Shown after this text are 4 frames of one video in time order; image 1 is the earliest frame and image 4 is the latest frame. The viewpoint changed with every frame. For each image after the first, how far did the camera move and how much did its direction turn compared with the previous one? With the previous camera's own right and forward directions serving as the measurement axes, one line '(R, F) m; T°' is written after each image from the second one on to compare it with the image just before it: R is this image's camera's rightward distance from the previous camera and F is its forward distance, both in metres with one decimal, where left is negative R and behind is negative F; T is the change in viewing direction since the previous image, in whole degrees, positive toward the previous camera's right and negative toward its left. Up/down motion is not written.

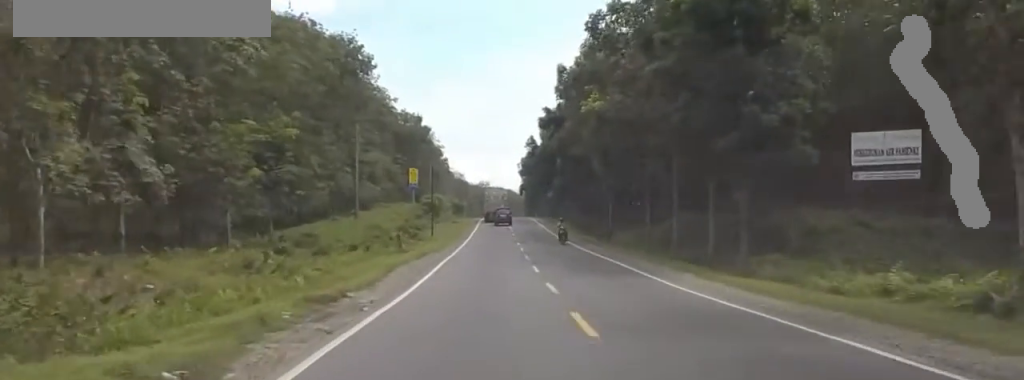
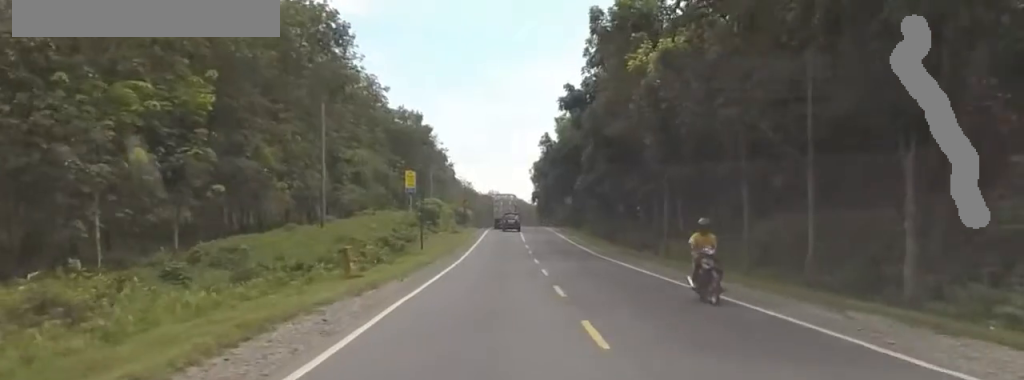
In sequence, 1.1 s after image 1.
(+1.0, +16.9) m; +1°
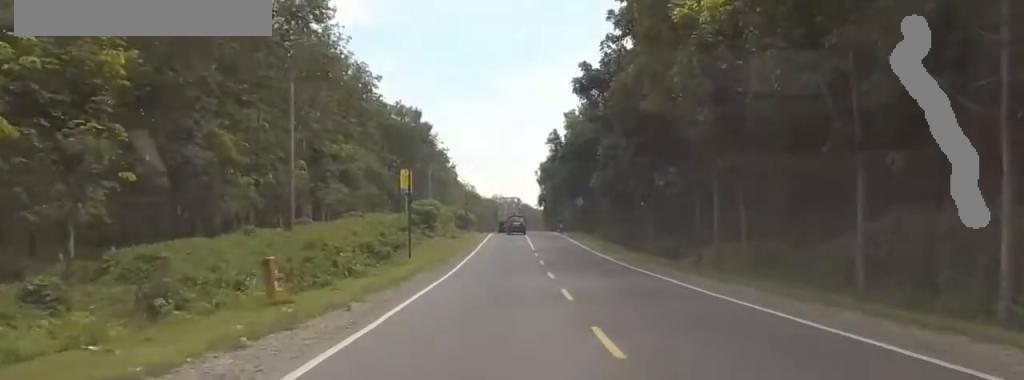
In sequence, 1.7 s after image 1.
(0.0, +8.9) m; -3°
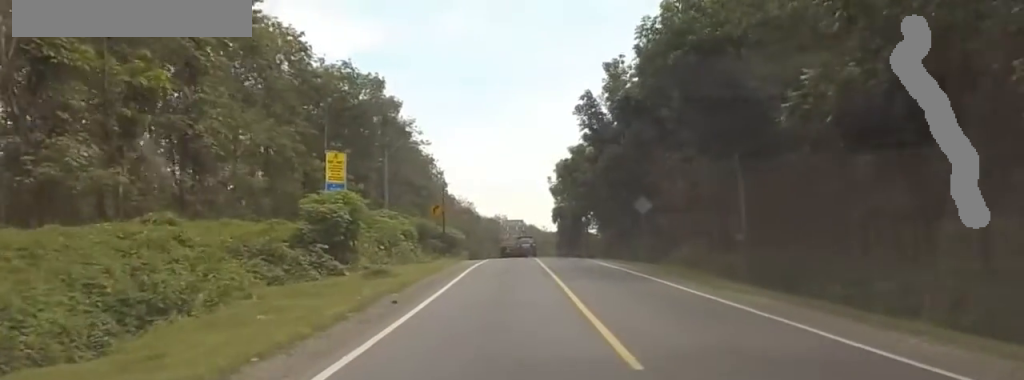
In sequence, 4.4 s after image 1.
(+1.5, +39.8) m; +5°
